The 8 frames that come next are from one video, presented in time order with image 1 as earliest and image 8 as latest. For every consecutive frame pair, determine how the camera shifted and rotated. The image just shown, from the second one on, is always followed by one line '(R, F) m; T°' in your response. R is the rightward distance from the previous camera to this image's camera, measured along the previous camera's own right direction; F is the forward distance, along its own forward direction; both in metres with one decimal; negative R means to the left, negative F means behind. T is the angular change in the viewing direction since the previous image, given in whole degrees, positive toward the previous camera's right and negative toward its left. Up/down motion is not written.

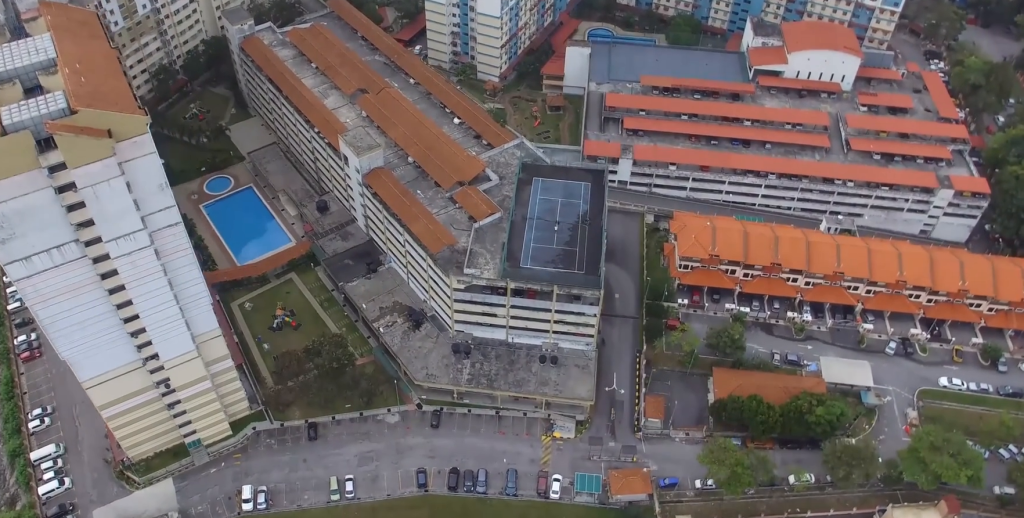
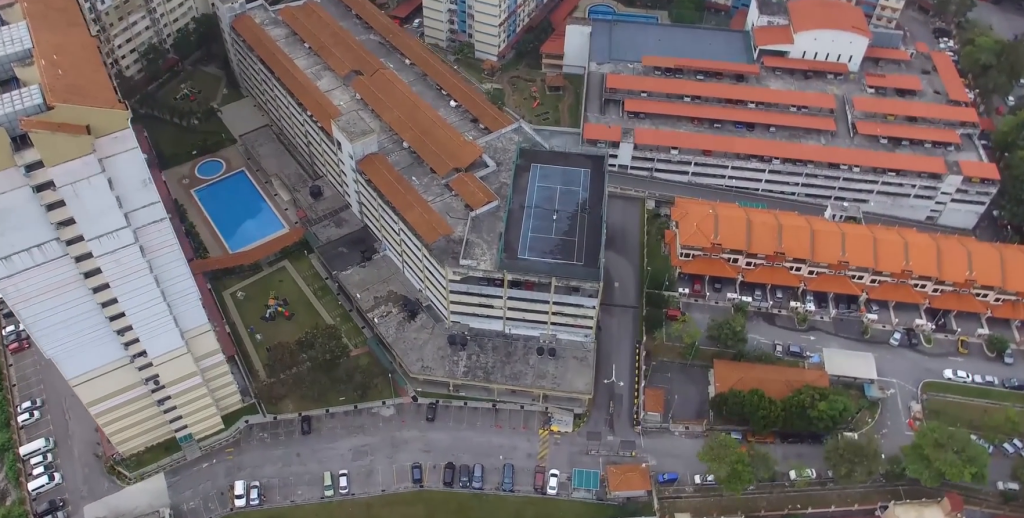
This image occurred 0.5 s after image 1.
(0.0, +5.1) m; 0°
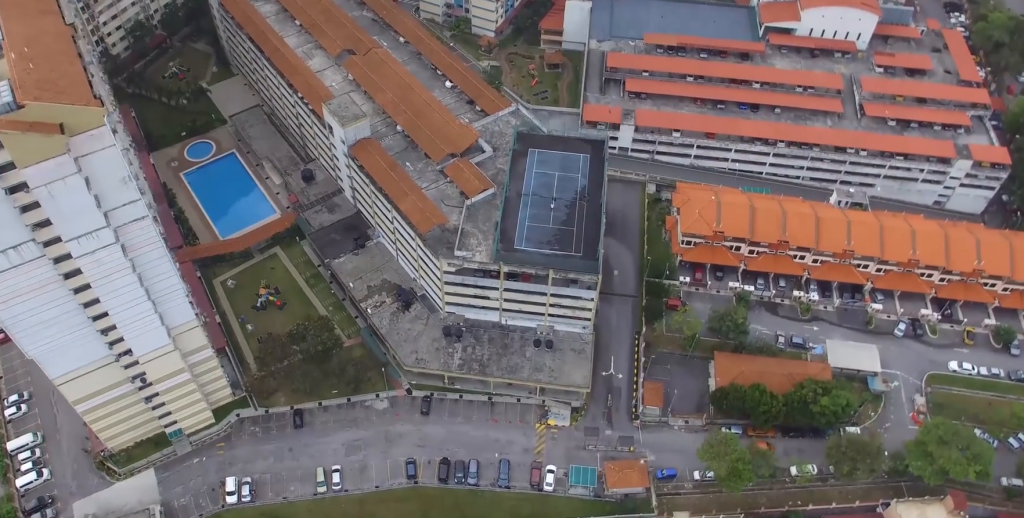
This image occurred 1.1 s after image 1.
(0.0, +5.5) m; 0°
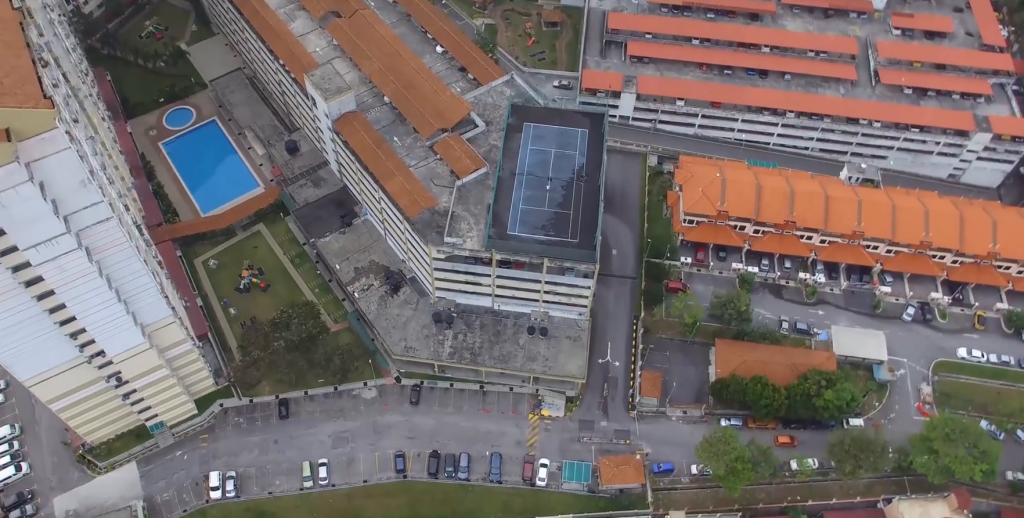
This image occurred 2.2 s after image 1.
(0.0, +10.7) m; 0°
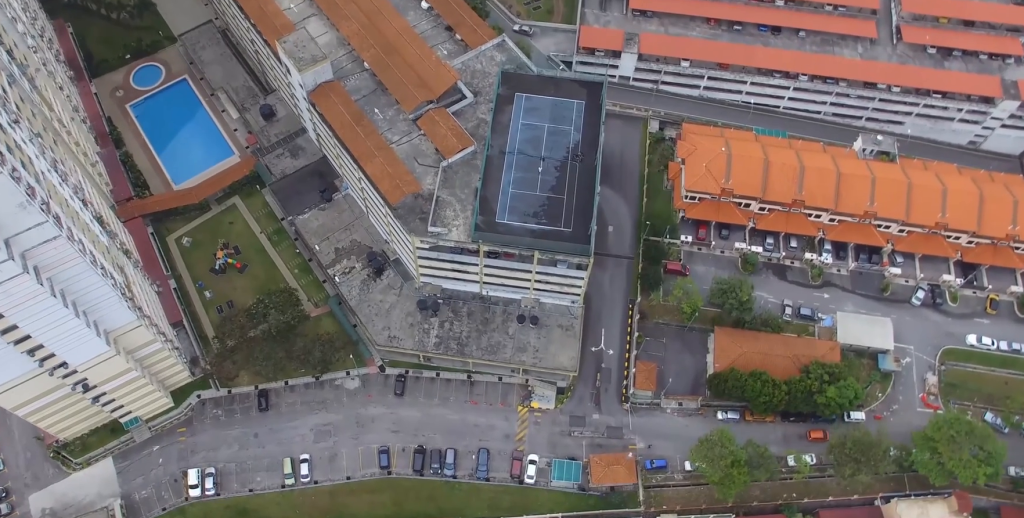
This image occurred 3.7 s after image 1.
(0.0, +15.2) m; 0°
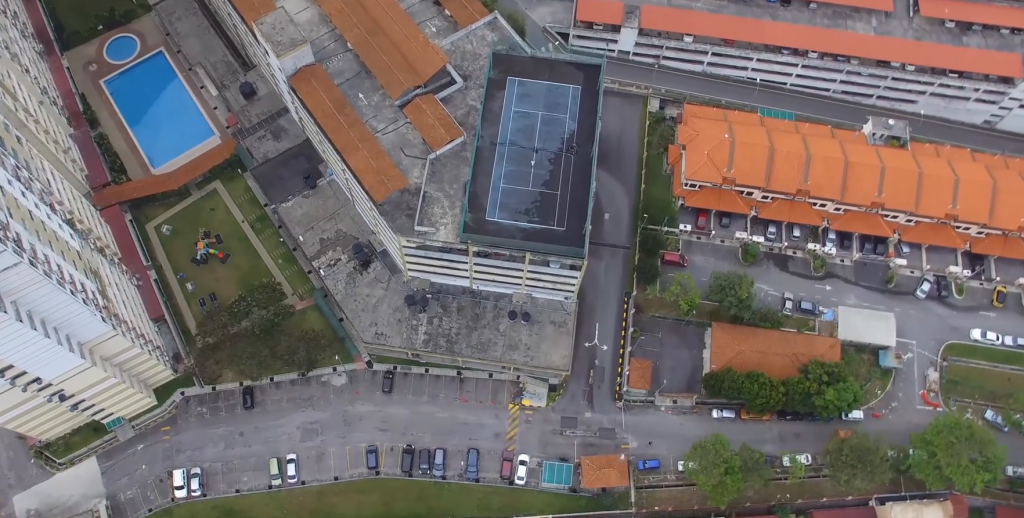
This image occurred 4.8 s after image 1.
(0.0, +11.2) m; 0°
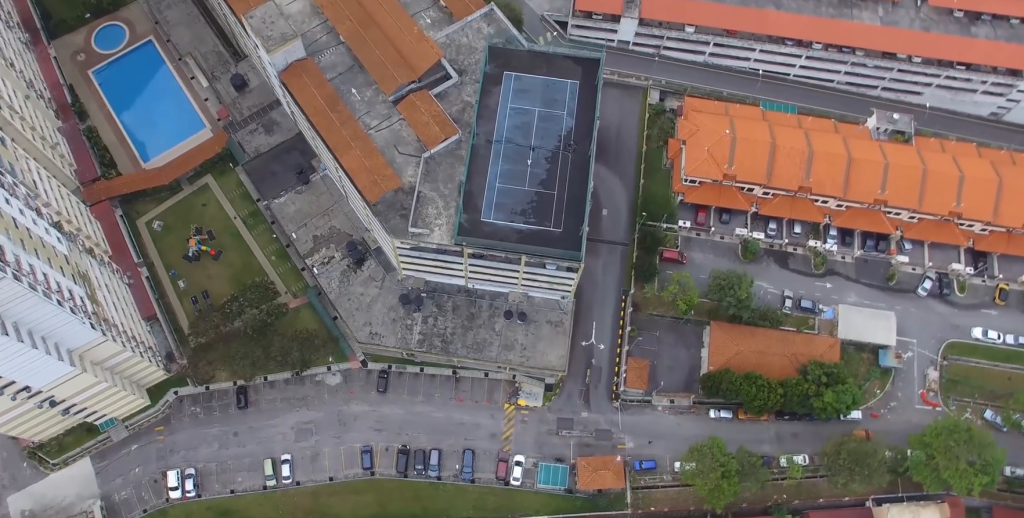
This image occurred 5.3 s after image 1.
(0.0, +5.1) m; 0°
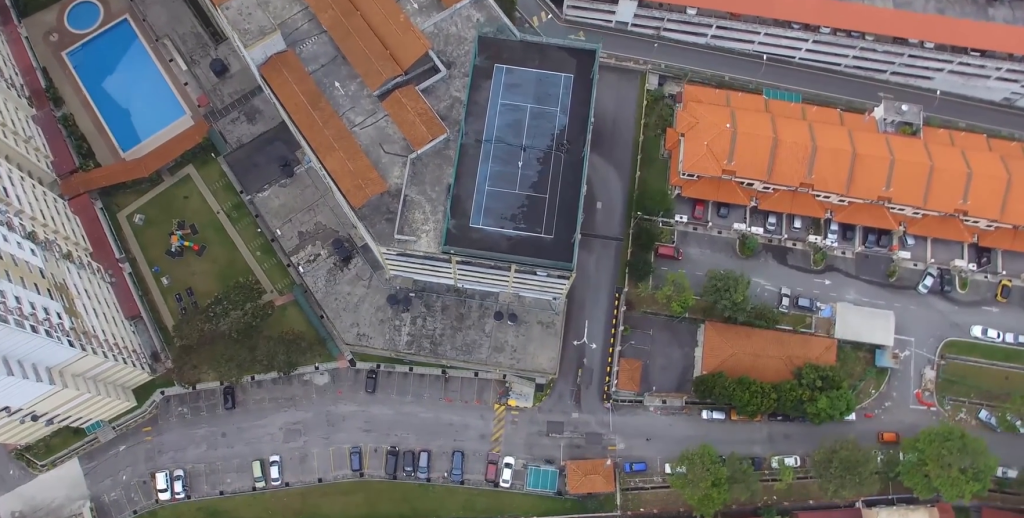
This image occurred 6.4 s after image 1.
(0.0, +9.9) m; 0°
